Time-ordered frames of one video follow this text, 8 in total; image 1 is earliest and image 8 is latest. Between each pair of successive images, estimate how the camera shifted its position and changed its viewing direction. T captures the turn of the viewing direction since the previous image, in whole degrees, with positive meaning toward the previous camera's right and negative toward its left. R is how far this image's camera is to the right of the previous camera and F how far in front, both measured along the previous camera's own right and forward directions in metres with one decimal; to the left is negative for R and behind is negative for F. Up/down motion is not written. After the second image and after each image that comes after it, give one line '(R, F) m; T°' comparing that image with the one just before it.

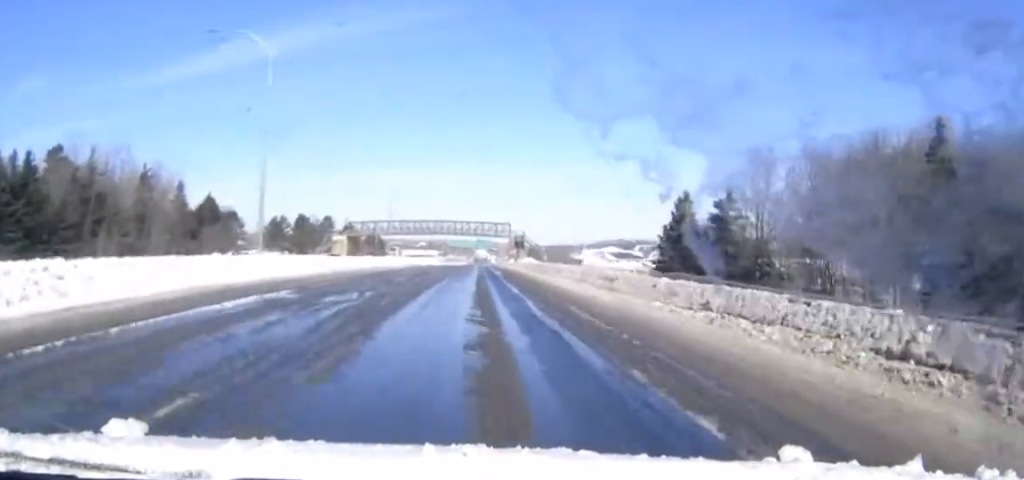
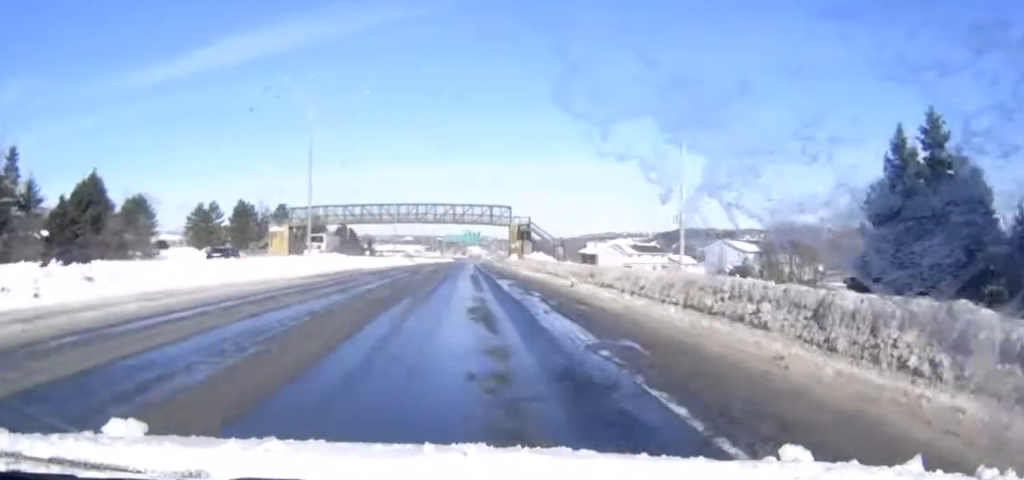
(+0.2, +43.2) m; +1°
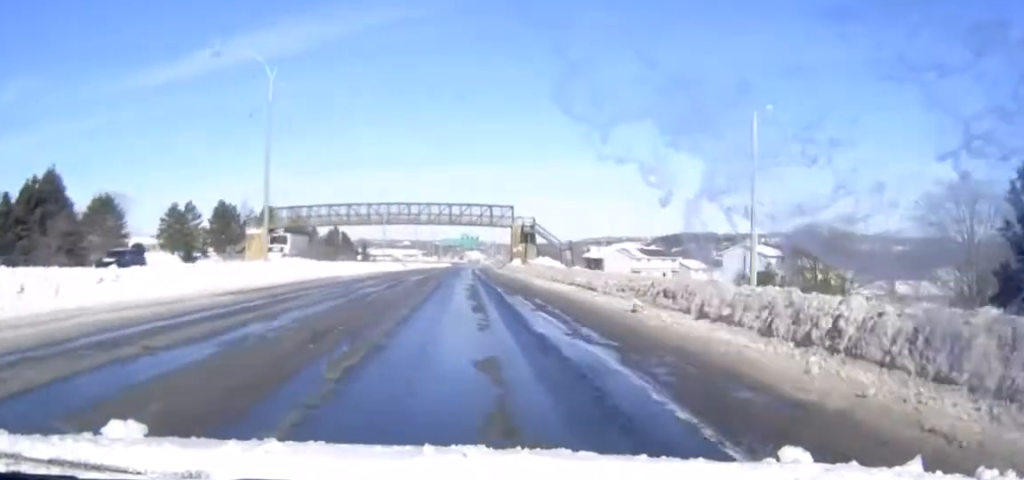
(0.0, +11.4) m; 0°
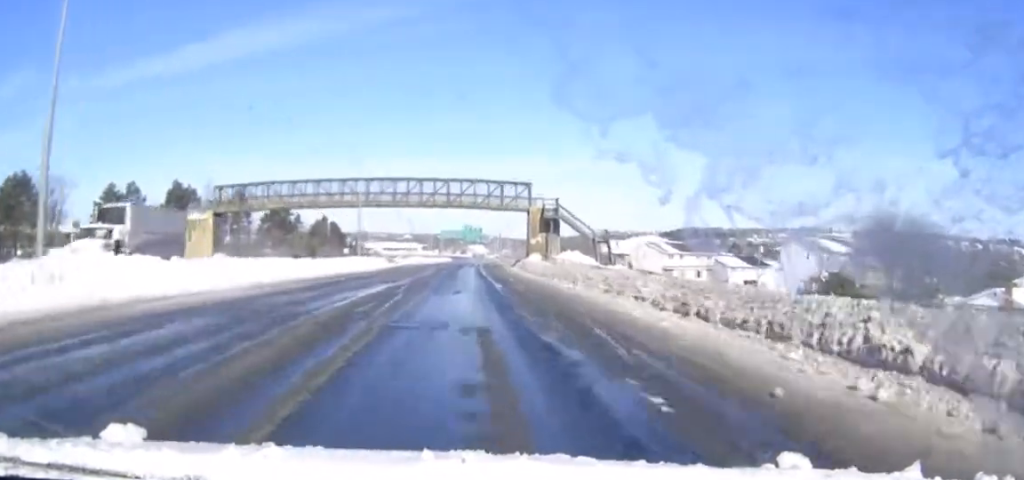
(0.0, +24.6) m; 0°
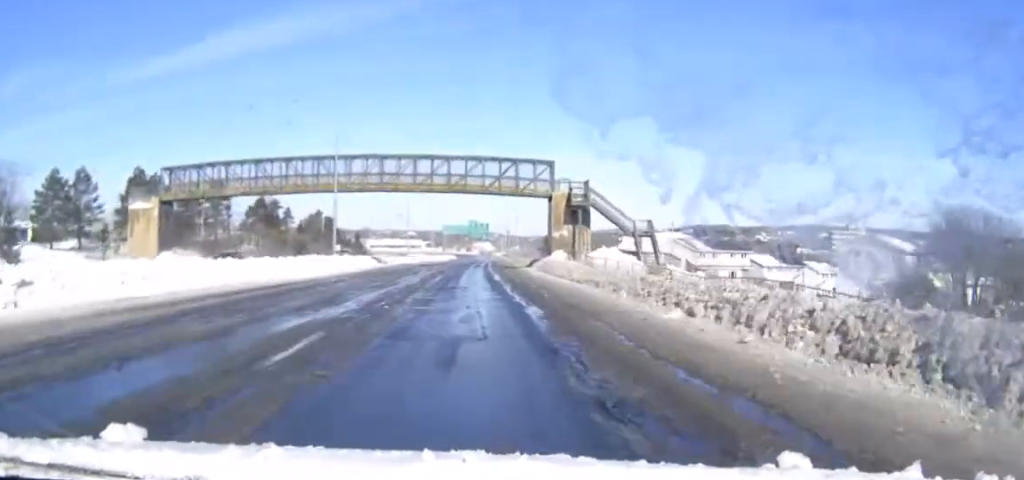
(0.0, +16.7) m; 0°
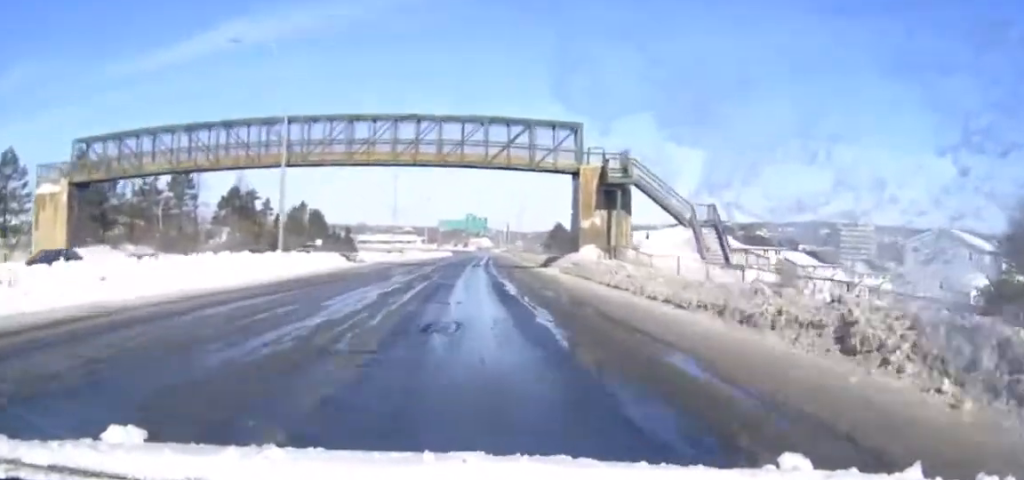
(0.0, +16.6) m; 0°
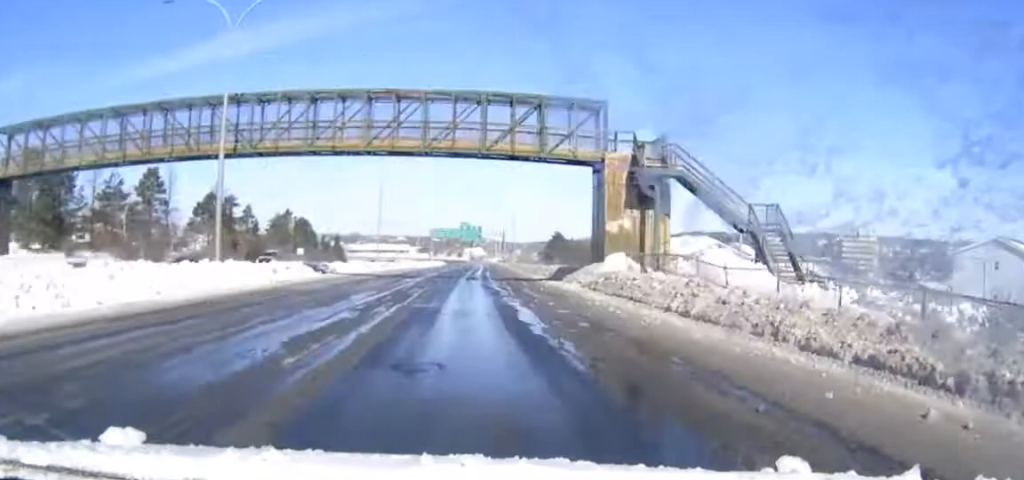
(0.0, +10.3) m; 0°
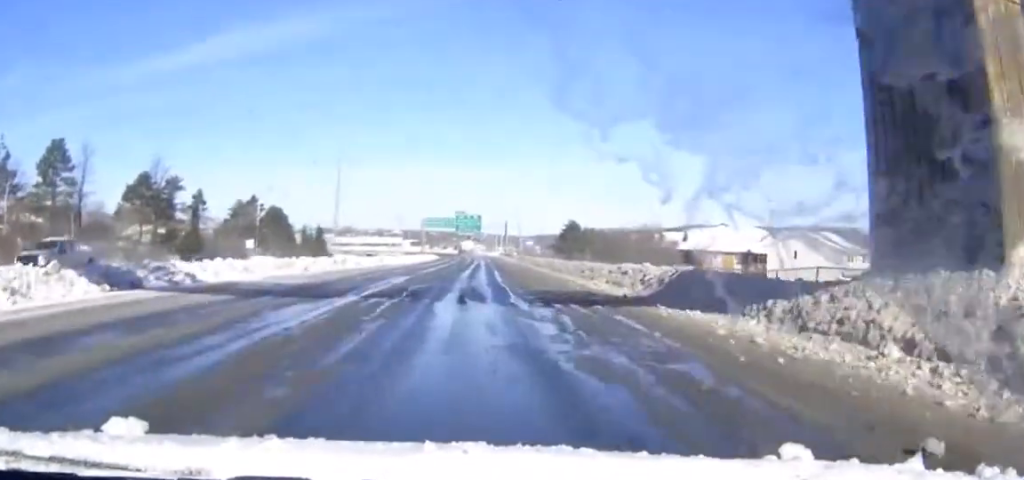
(+0.1, +27.9) m; 0°
